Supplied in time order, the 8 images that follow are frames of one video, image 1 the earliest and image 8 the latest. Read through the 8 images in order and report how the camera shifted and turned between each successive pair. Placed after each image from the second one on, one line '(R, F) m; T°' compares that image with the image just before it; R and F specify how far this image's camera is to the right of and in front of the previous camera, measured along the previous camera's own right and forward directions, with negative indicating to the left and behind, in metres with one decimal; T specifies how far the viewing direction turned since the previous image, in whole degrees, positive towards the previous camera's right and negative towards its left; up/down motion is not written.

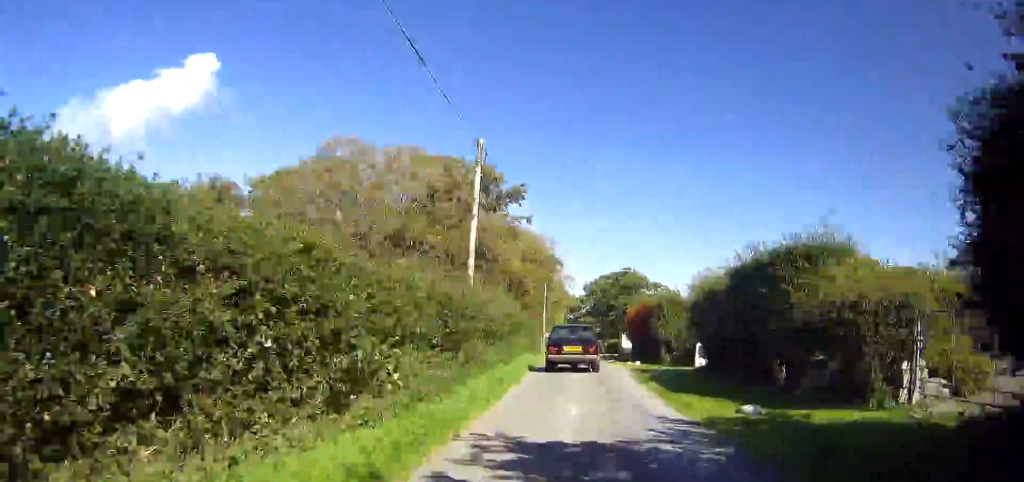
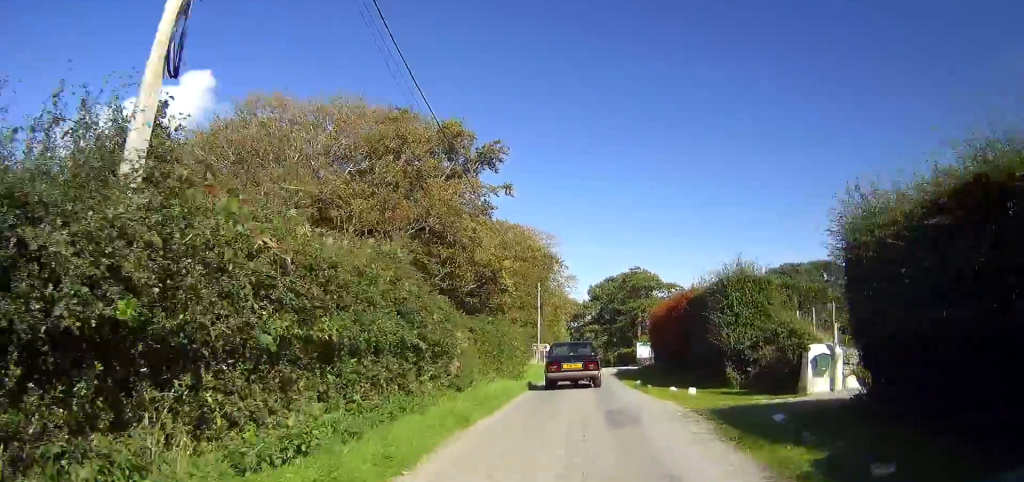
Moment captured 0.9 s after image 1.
(0.0, +12.5) m; 0°
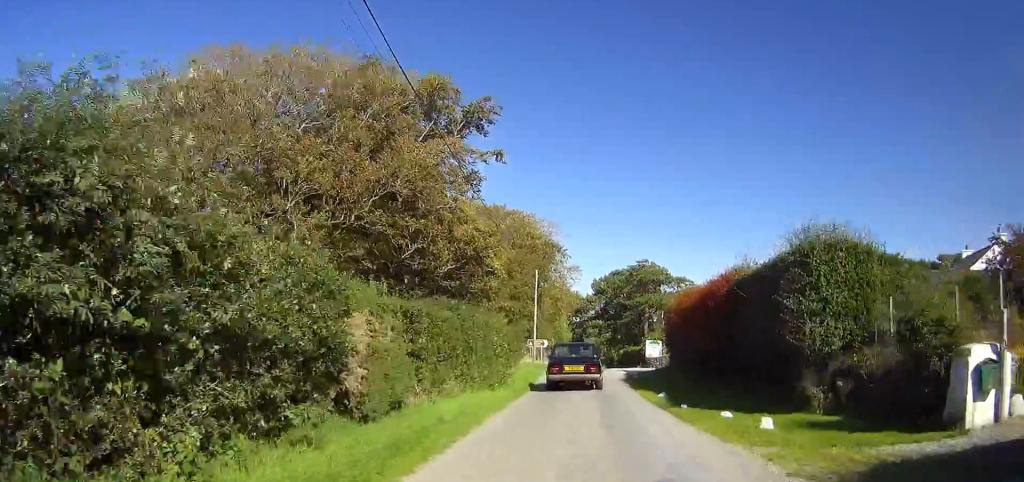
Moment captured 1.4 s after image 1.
(0.0, +6.1) m; 0°
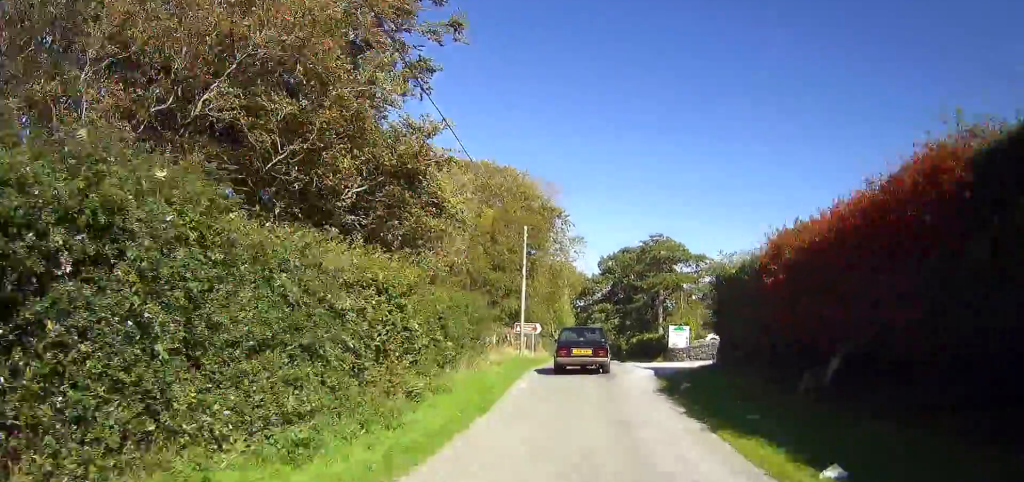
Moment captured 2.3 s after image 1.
(0.0, +10.9) m; 0°
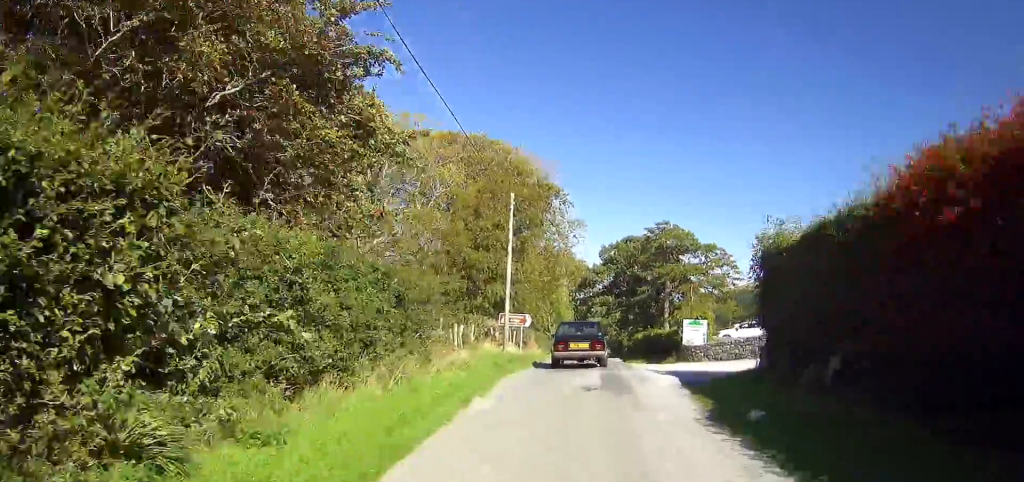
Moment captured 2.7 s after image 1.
(0.0, +5.7) m; 0°
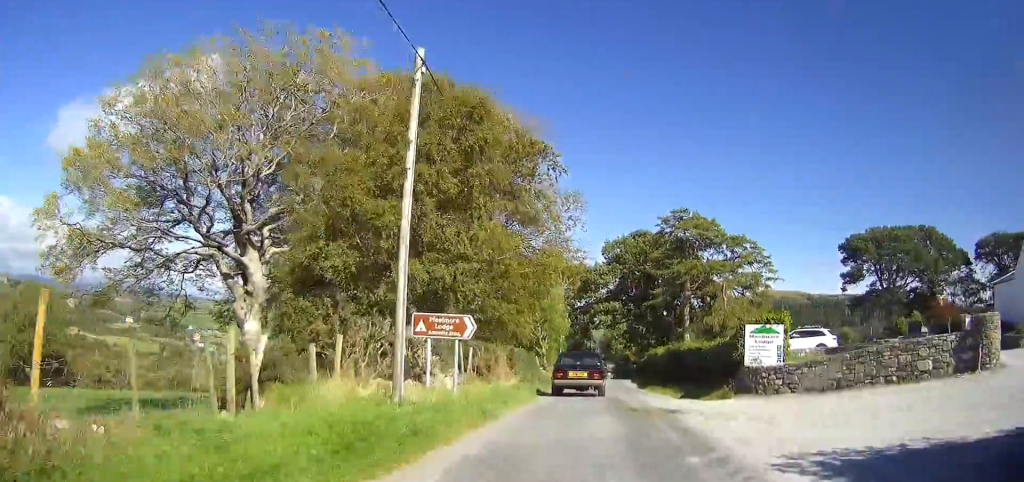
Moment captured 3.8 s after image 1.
(0.0, +13.0) m; 0°
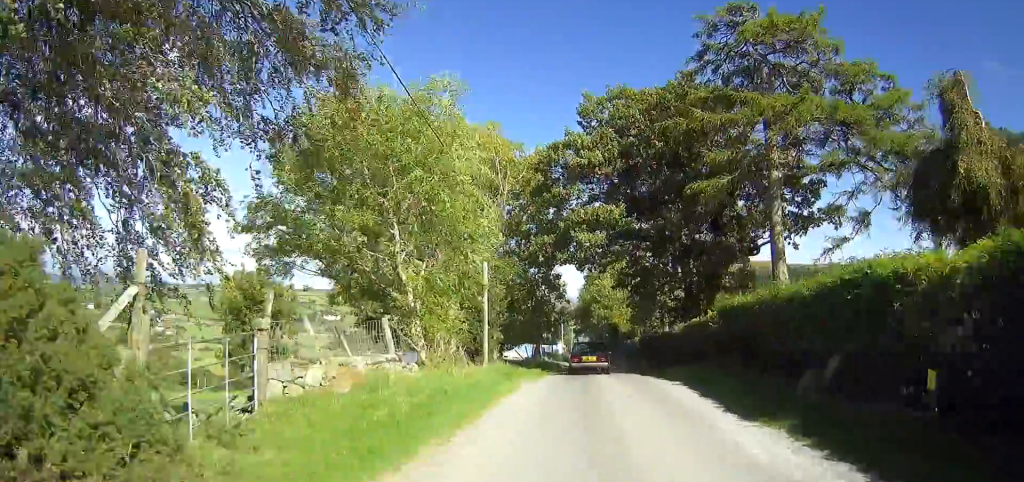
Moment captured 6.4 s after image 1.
(0.0, +33.3) m; 0°
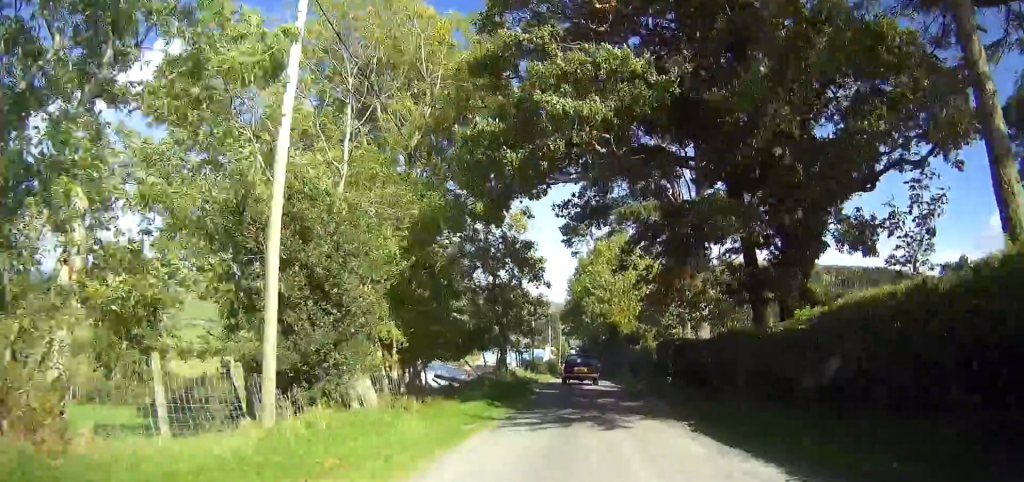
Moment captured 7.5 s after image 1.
(0.0, +15.4) m; +1°
